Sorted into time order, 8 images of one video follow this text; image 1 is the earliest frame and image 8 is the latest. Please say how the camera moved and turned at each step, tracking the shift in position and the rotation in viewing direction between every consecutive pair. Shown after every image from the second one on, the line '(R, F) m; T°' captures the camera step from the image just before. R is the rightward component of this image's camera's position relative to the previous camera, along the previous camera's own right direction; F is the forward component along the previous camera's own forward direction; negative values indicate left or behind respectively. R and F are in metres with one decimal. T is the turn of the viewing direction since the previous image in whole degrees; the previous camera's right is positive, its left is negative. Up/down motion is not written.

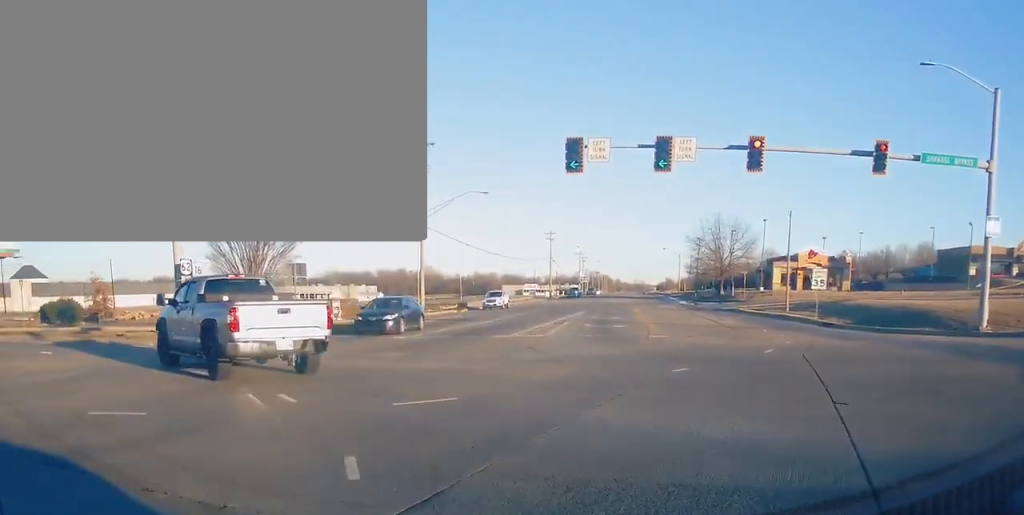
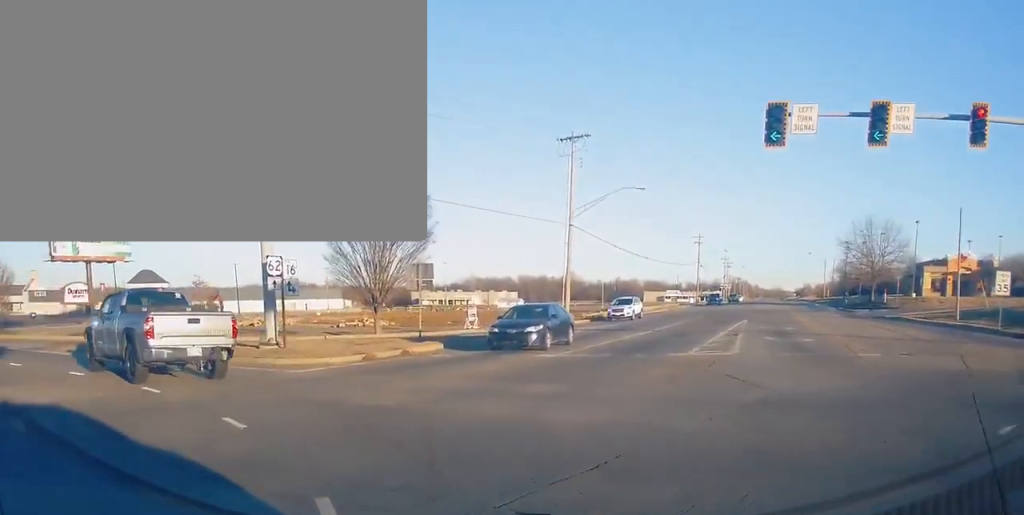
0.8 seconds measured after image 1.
(-0.5, +6.0) m; -12°
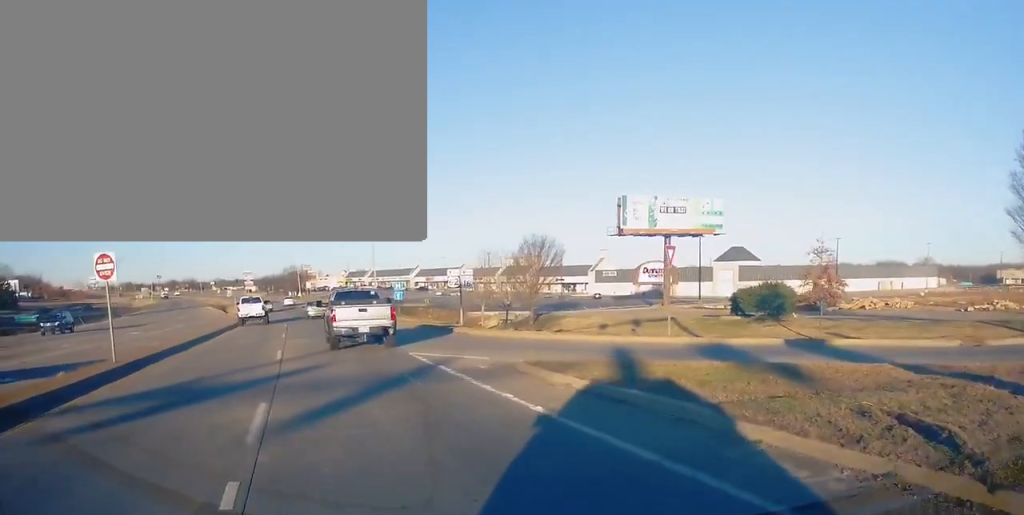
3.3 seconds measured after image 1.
(-6.8, +16.5) m; -39°
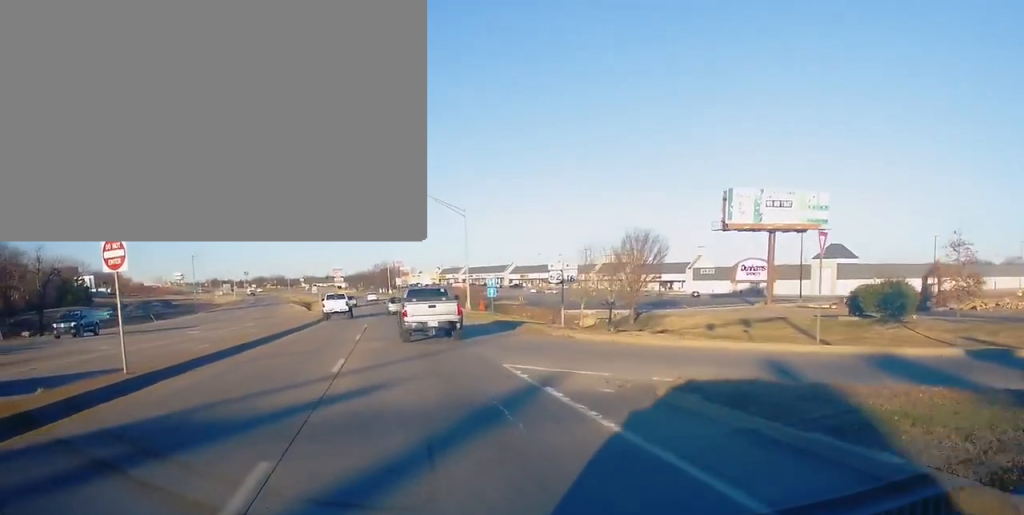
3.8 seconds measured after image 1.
(-0.1, +5.0) m; -4°
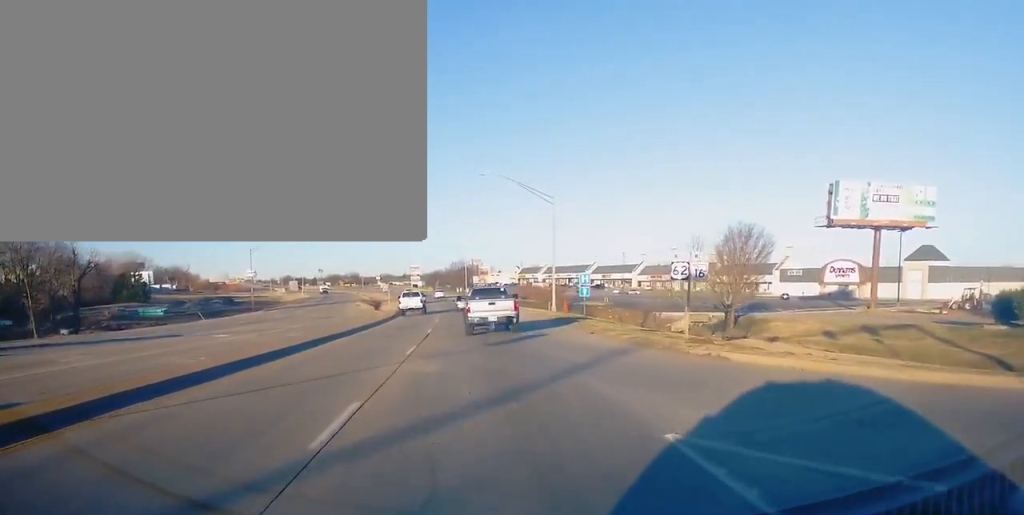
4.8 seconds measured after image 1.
(-0.5, +9.1) m; -5°
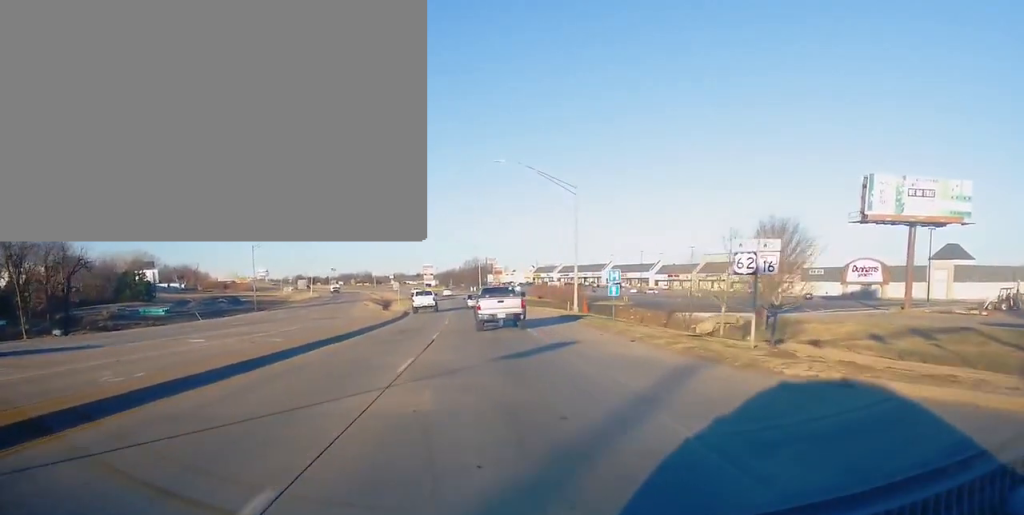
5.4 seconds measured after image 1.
(-0.2, +5.5) m; -2°
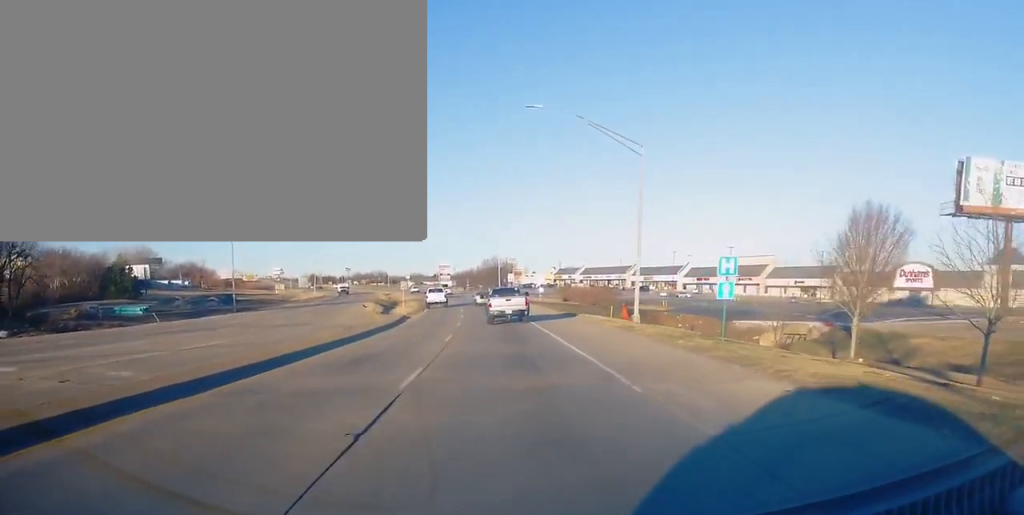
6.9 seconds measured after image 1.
(+0.4, +16.5) m; +1°
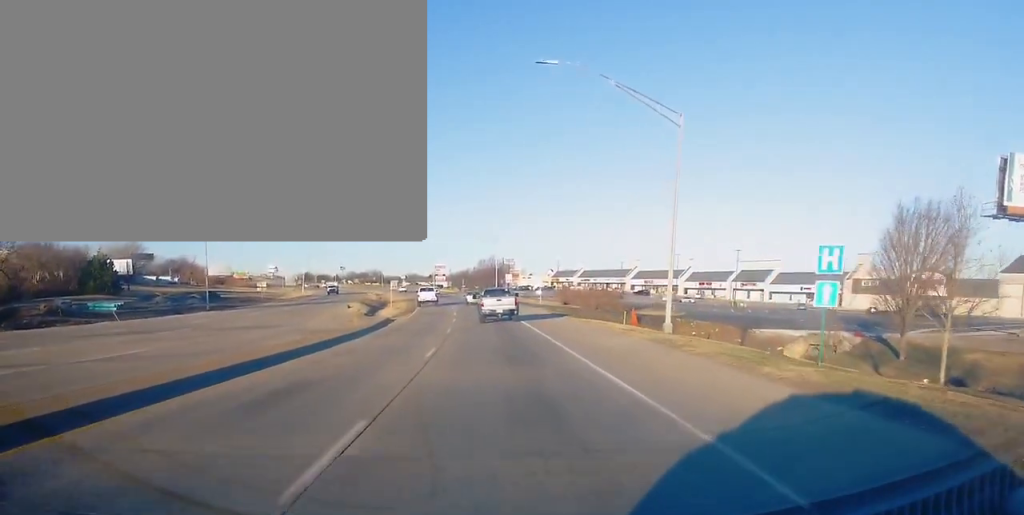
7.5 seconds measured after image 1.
(0.0, +7.7) m; -1°
